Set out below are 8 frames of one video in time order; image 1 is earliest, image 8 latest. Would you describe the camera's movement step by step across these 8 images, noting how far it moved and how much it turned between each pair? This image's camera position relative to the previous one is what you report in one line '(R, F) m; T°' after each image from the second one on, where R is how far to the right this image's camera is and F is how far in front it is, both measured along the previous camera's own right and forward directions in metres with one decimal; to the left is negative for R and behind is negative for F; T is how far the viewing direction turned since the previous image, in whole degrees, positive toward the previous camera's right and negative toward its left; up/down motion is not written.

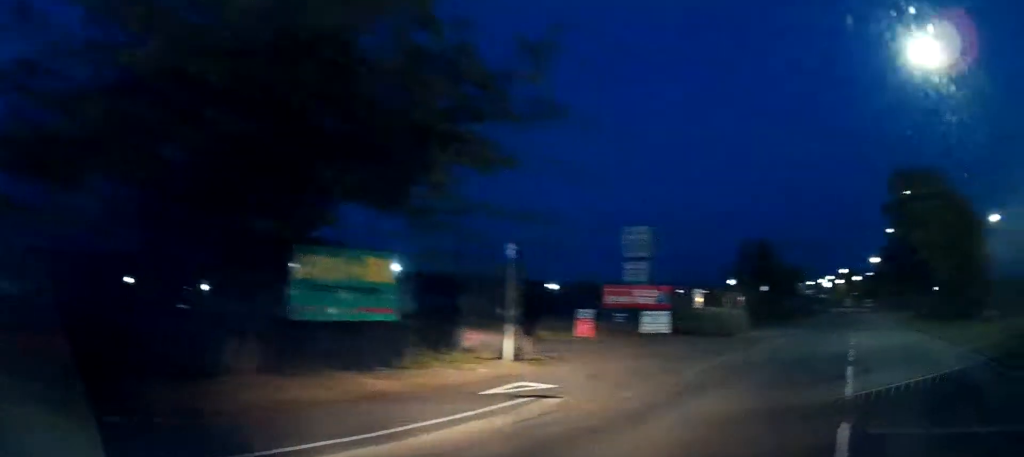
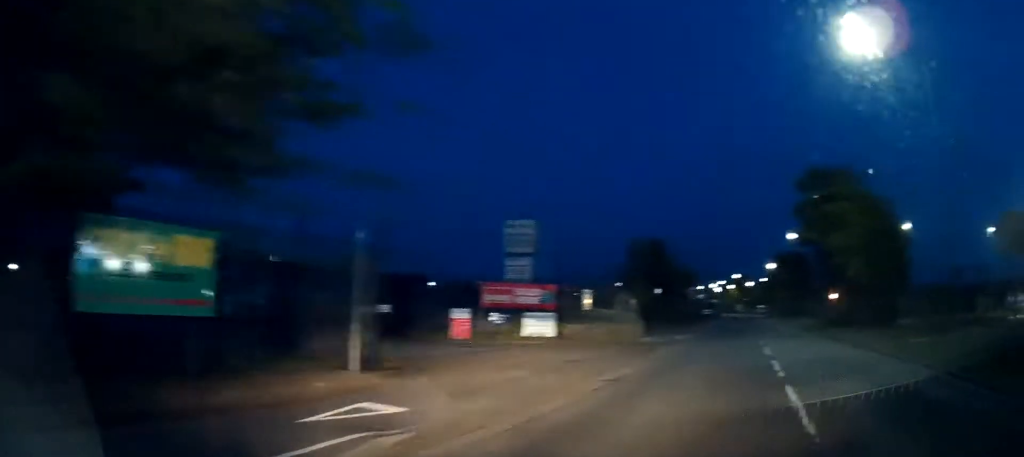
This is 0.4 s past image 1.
(+0.3, +2.1) m; +12°
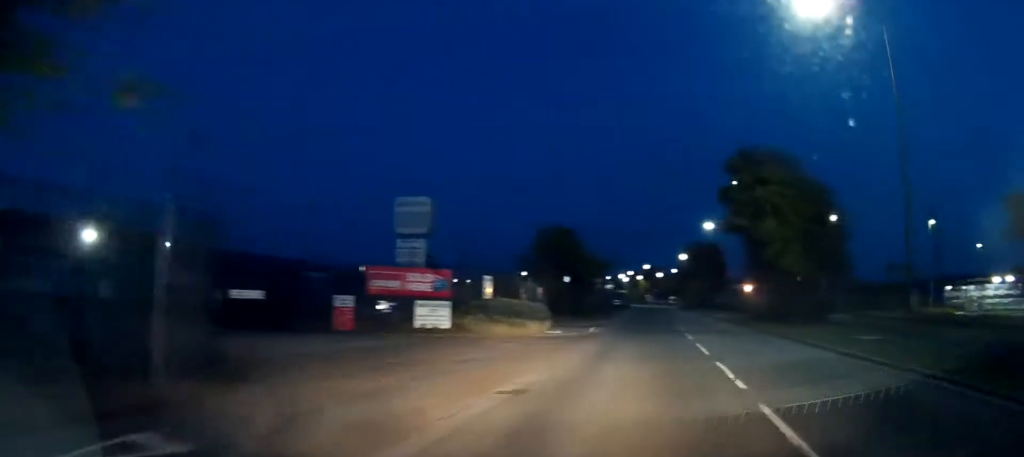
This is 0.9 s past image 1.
(+0.1, +2.3) m; +12°
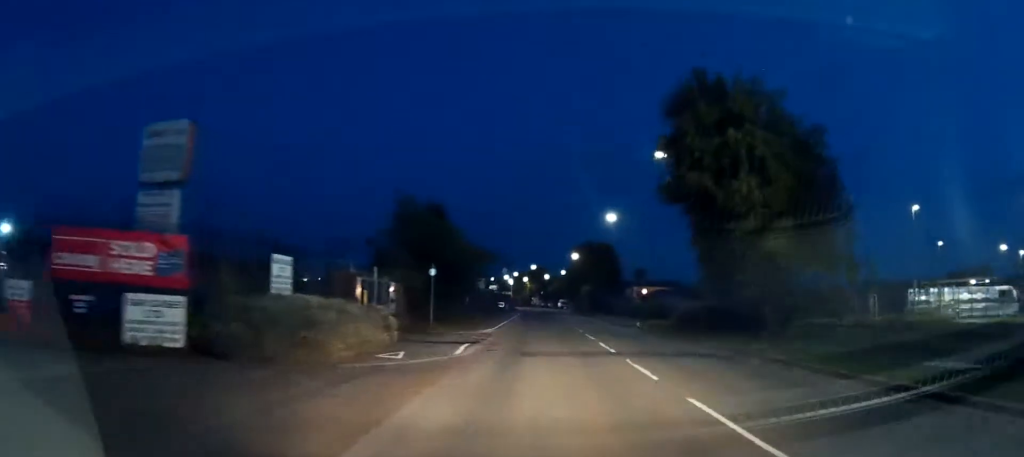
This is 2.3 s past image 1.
(+2.1, +8.6) m; +19°
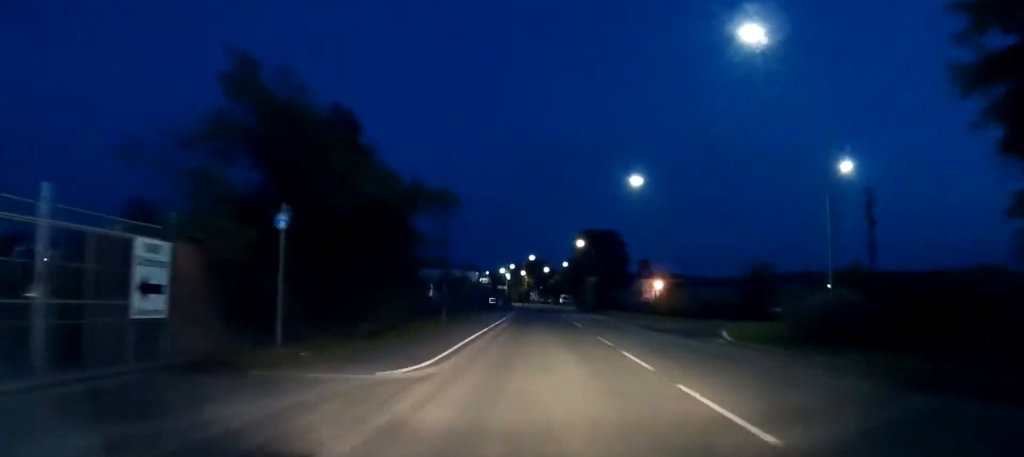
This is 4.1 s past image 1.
(+1.4, +16.1) m; +7°
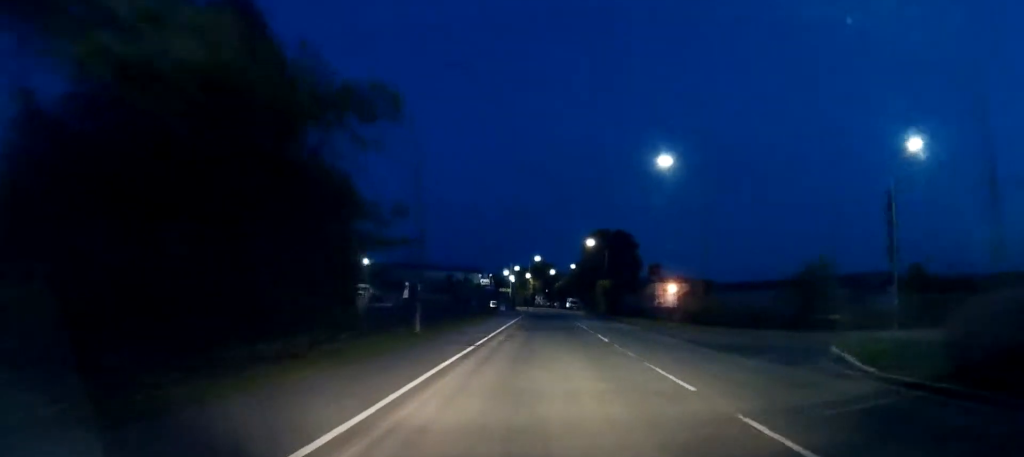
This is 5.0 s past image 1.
(+0.1, +8.5) m; +1°
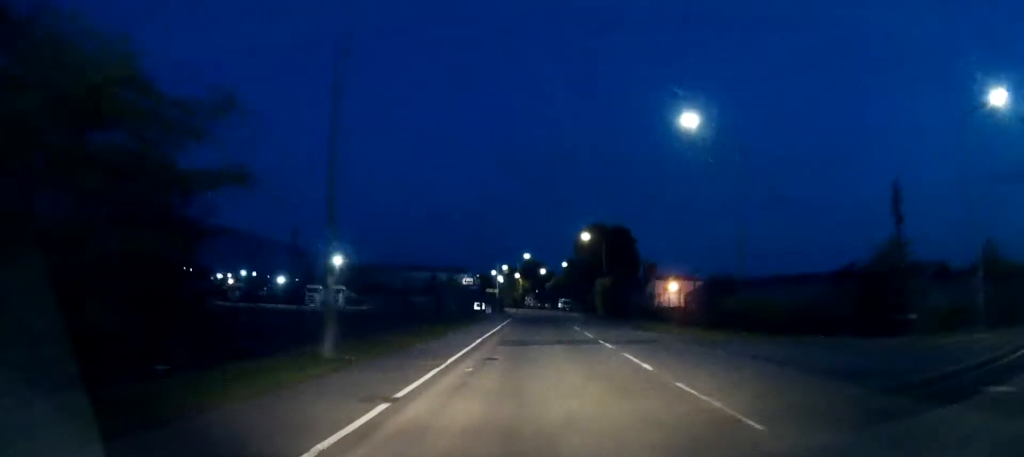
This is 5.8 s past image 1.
(0.0, +9.1) m; 0°
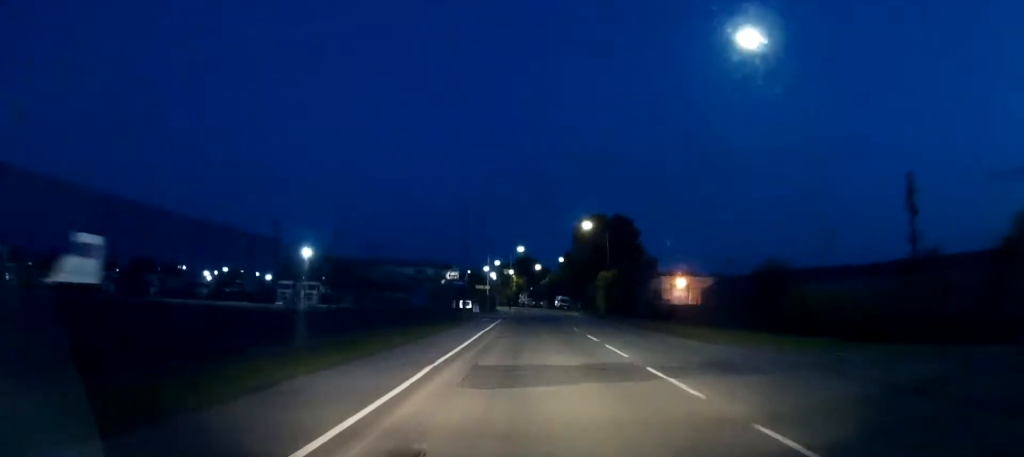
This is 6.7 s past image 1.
(0.0, +9.8) m; 0°
